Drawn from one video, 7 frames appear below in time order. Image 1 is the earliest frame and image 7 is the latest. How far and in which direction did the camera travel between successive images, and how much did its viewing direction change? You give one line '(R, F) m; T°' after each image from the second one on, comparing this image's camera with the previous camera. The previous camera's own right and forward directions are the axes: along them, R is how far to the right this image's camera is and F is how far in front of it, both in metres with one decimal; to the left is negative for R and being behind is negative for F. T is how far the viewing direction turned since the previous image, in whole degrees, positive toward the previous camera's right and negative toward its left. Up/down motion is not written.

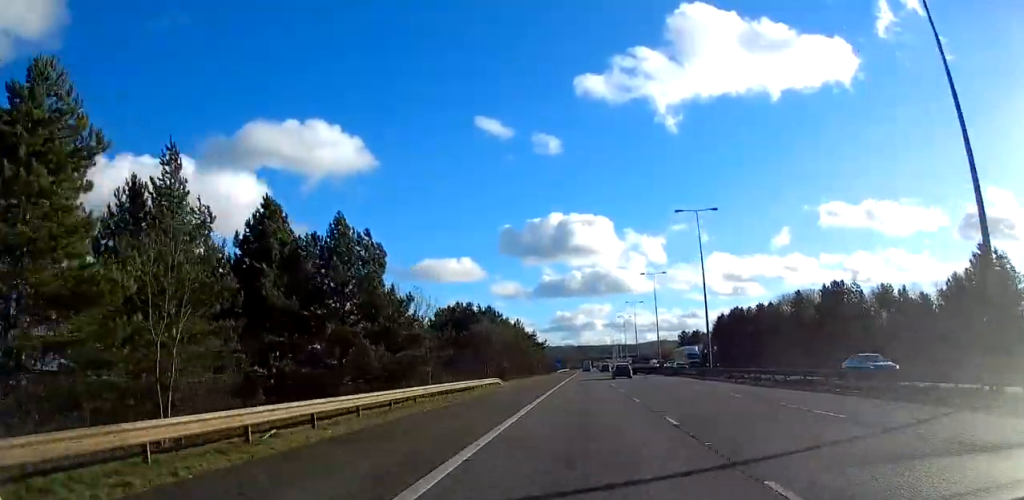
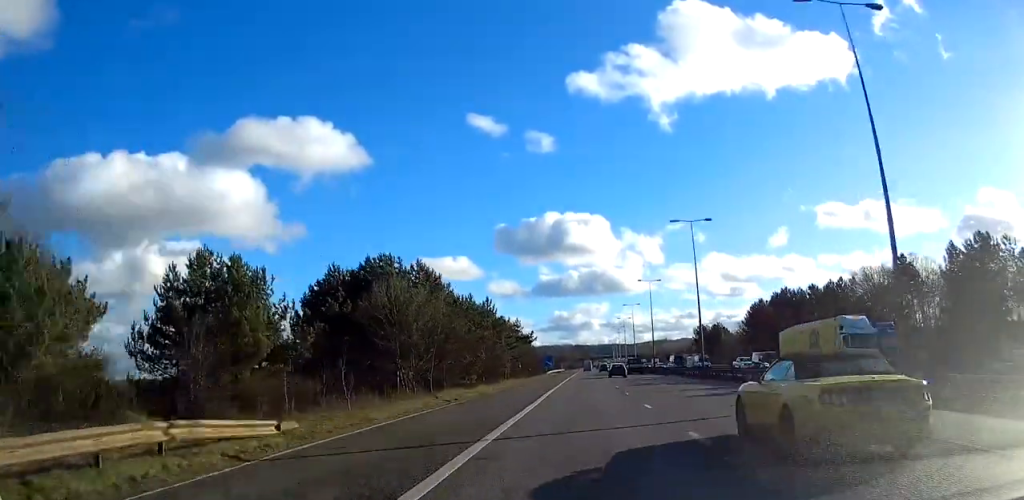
(0.0, +38.0) m; 0°
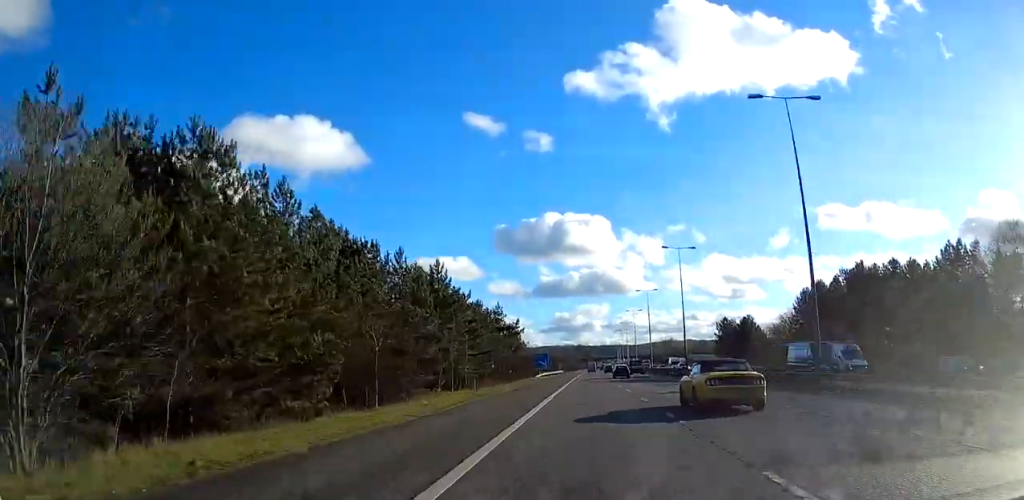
(+0.2, +31.9) m; 0°
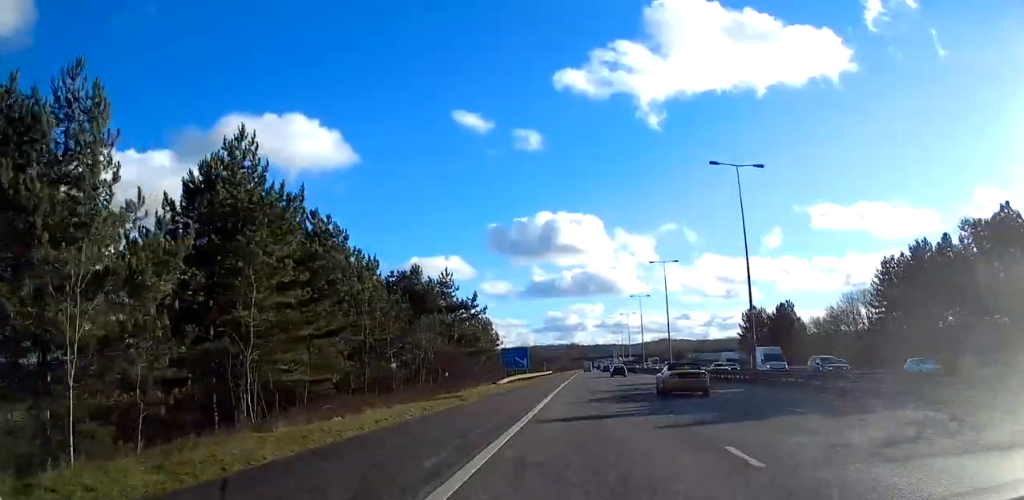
(-0.1, +33.7) m; 0°
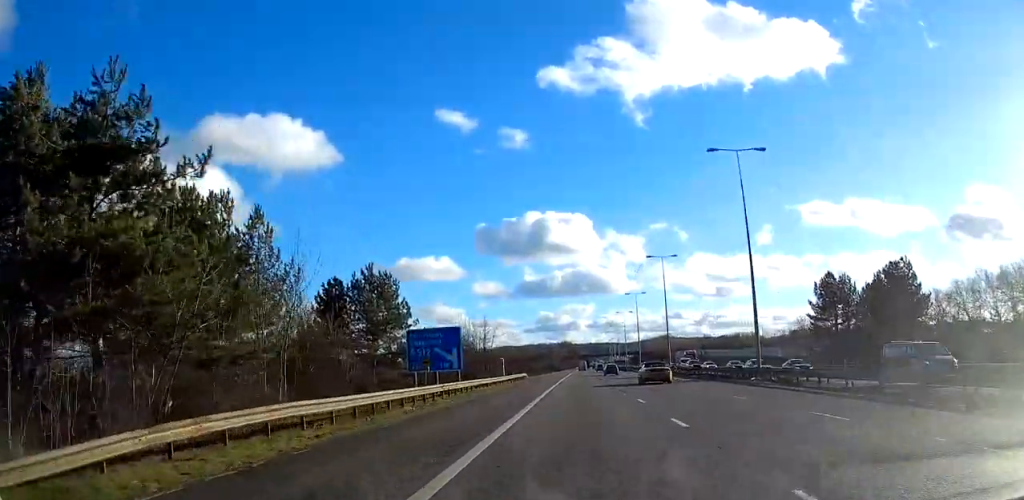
(+0.5, +47.9) m; +1°
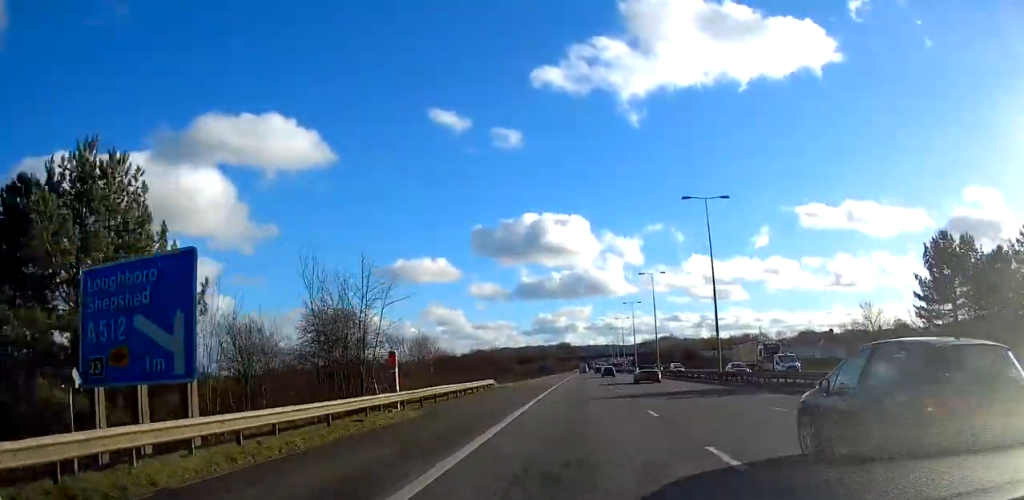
(-0.1, +31.8) m; 0°
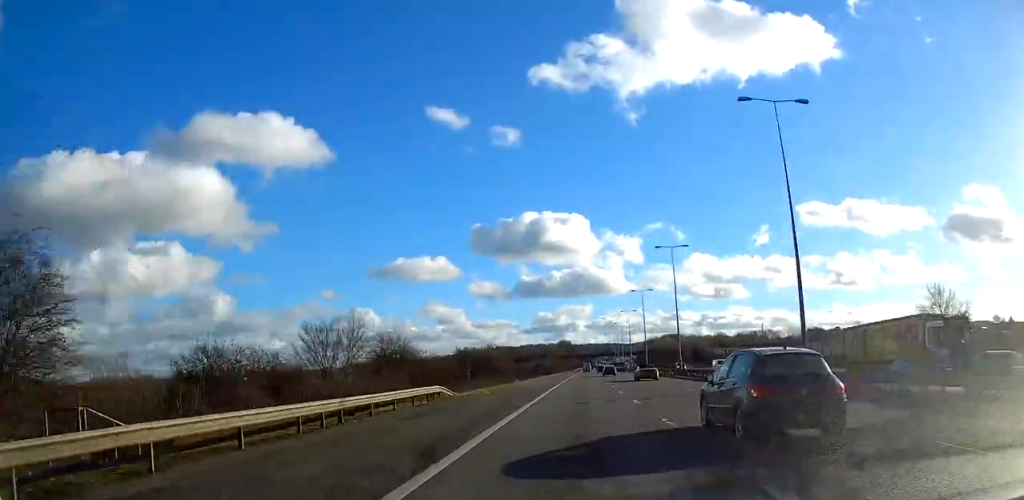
(+0.1, +21.2) m; +1°
